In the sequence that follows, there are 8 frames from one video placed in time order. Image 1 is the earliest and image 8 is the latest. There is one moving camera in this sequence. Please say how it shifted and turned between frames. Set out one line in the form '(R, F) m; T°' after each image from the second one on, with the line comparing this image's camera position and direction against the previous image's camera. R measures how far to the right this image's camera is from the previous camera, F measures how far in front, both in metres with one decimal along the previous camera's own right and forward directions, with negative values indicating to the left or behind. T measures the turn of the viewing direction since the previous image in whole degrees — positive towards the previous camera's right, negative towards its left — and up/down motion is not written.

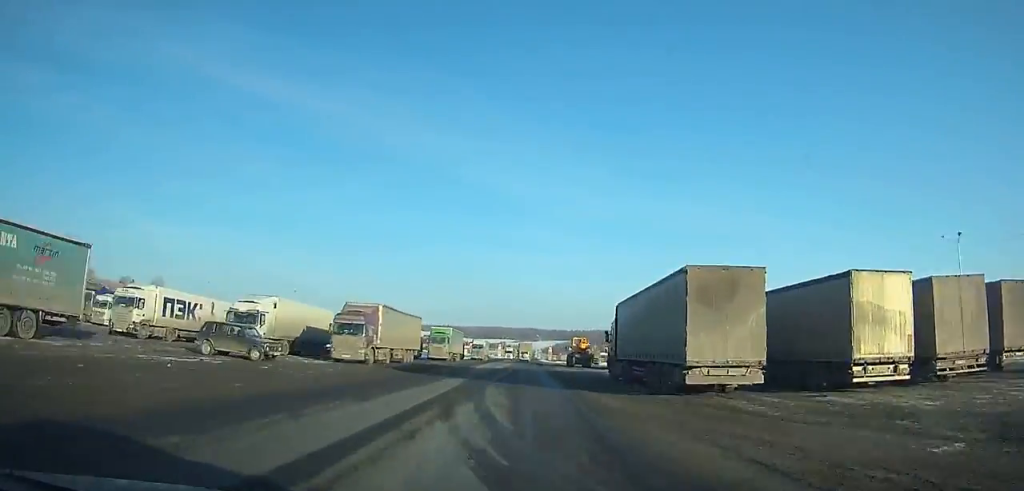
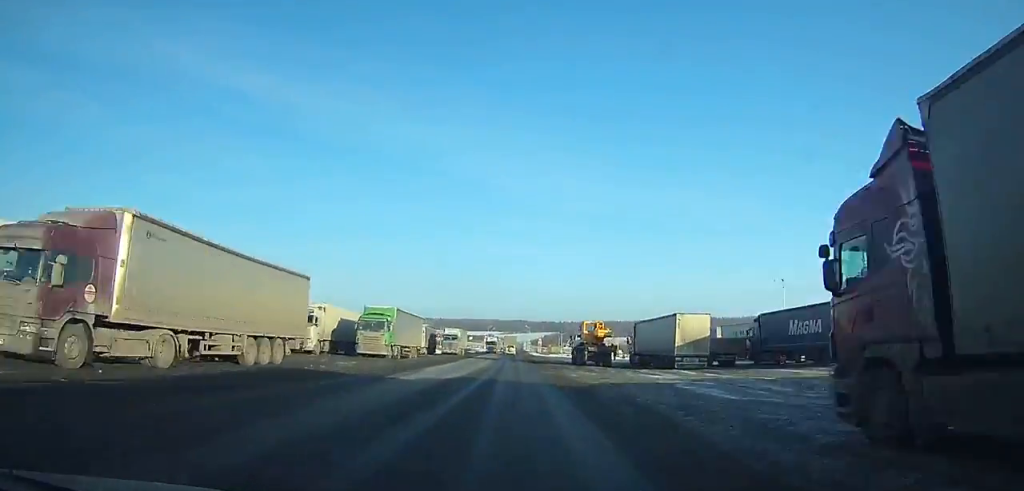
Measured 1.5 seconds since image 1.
(-0.1, +25.9) m; -1°
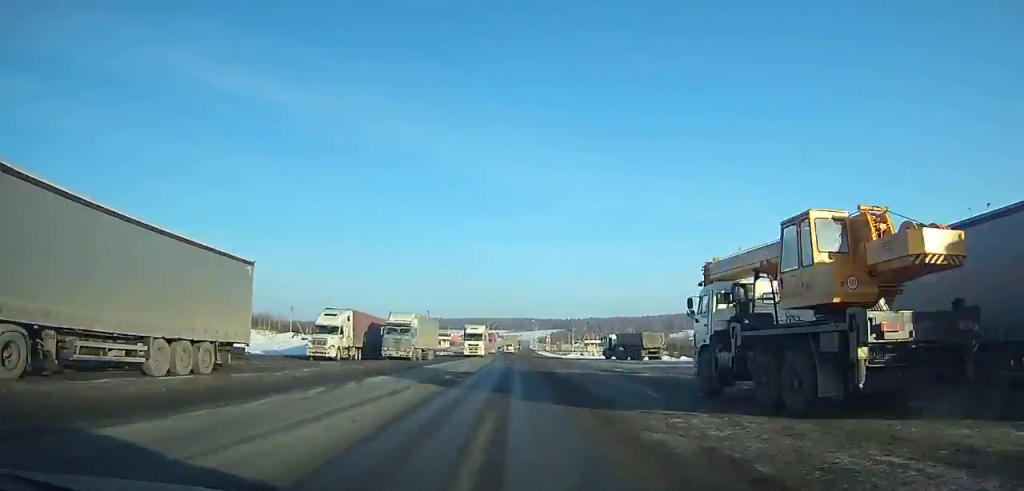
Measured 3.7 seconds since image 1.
(-0.2, +39.0) m; -1°
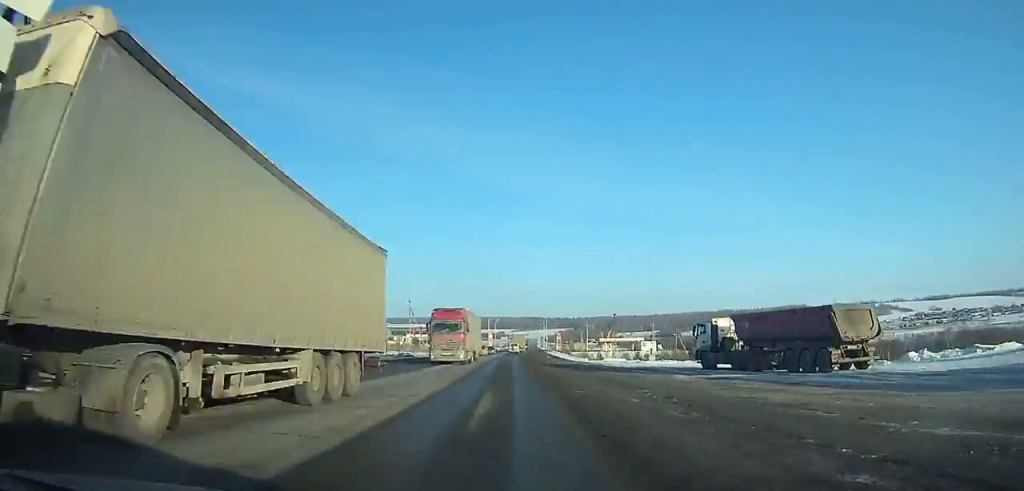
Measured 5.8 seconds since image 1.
(-0.3, +39.1) m; 0°
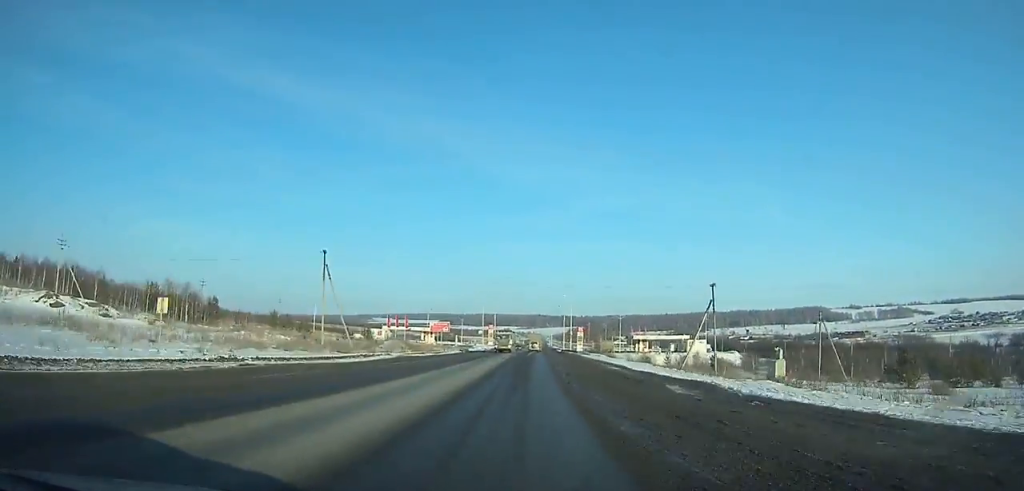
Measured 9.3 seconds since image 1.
(-0.1, +68.1) m; +1°
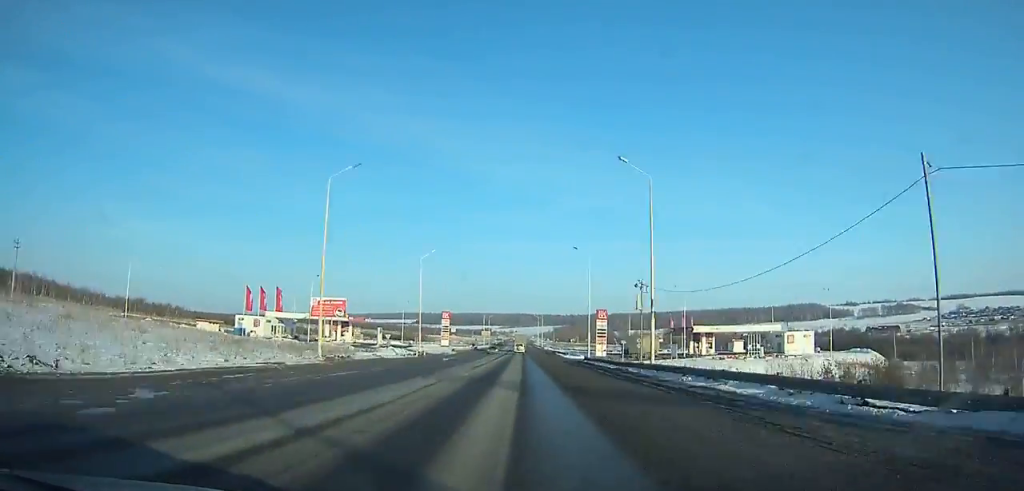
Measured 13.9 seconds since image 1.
(+1.5, +95.7) m; +1°
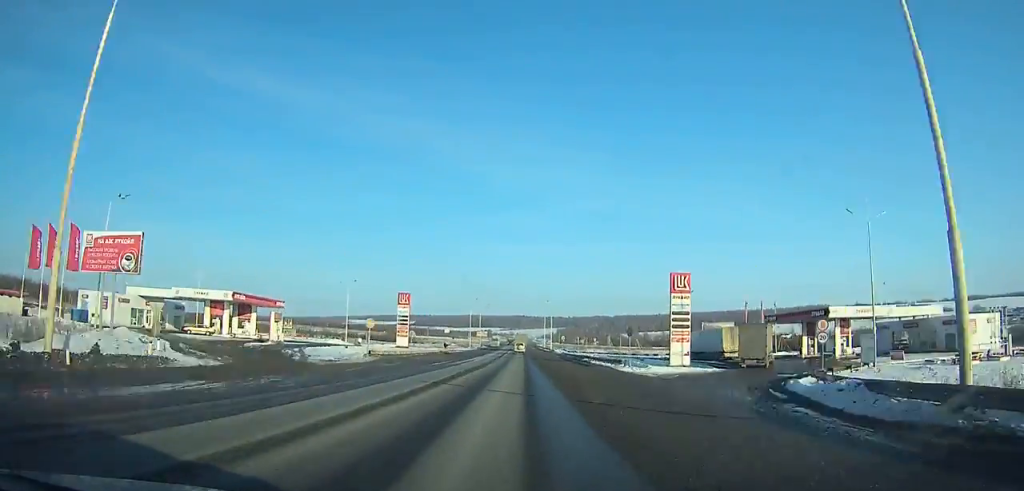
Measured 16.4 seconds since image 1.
(+0.1, +53.9) m; 0°
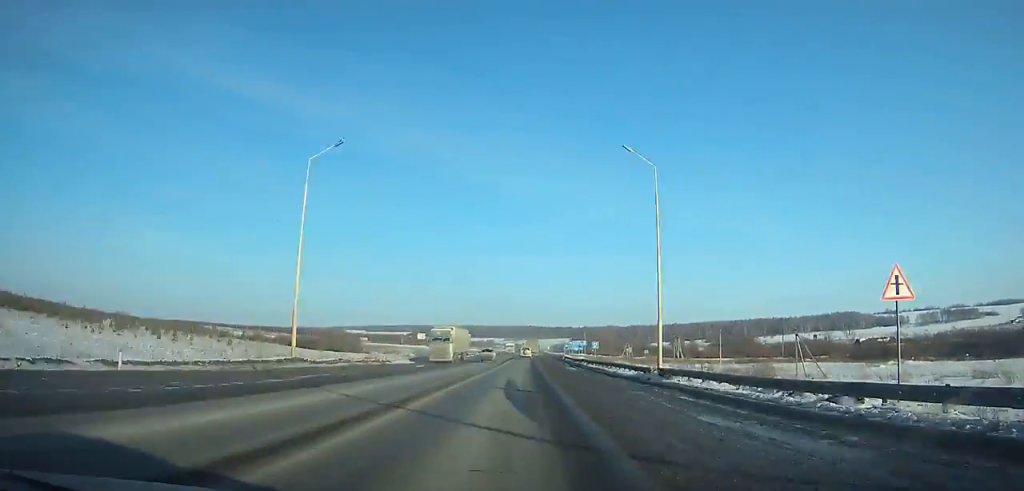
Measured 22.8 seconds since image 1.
(-0.6, +141.2) m; 0°
